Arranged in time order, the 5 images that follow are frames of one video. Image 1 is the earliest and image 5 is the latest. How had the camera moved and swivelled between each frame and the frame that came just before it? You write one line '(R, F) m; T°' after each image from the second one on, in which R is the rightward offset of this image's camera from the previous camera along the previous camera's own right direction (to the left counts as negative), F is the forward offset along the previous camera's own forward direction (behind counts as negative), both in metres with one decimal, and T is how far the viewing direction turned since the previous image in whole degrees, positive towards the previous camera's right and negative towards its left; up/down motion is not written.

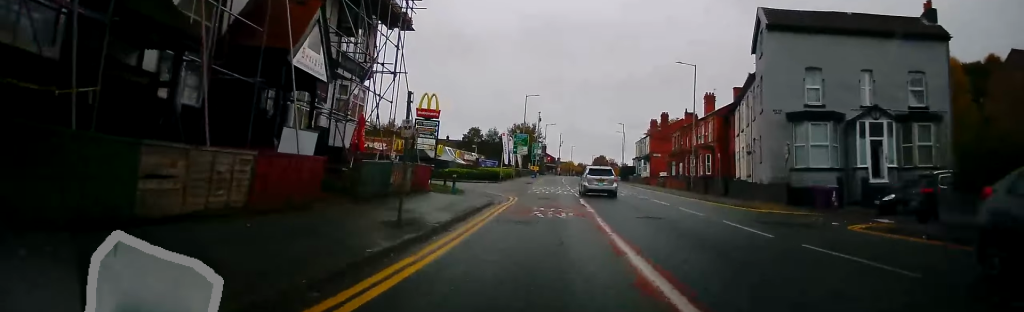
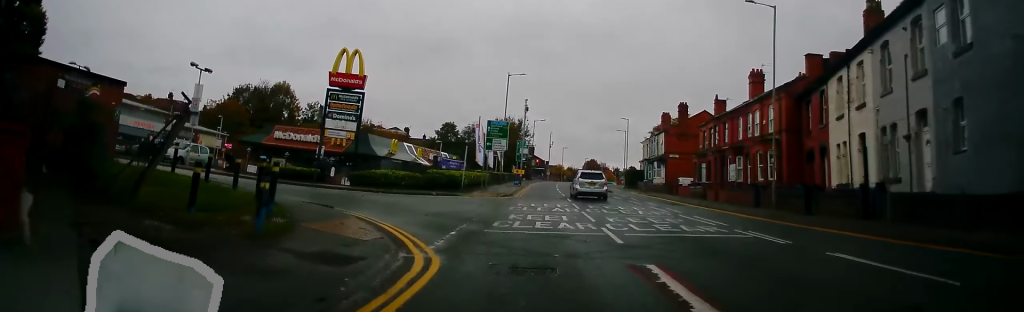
(-0.2, +18.5) m; 0°
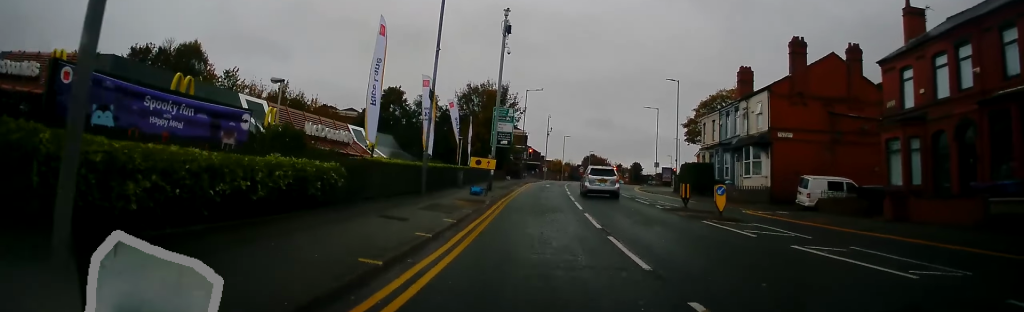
(+0.7, +34.6) m; +1°
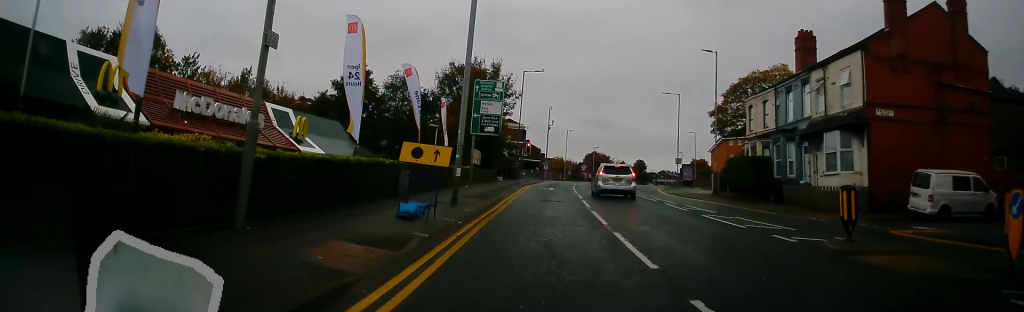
(-0.1, +12.2) m; -1°
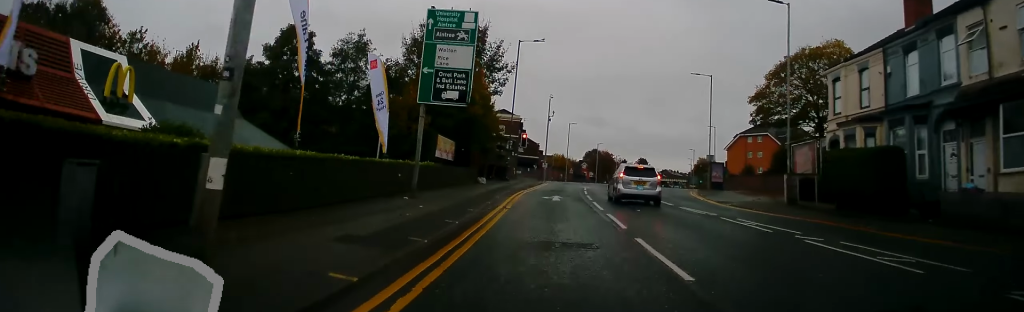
(0.0, +13.2) m; +1°
